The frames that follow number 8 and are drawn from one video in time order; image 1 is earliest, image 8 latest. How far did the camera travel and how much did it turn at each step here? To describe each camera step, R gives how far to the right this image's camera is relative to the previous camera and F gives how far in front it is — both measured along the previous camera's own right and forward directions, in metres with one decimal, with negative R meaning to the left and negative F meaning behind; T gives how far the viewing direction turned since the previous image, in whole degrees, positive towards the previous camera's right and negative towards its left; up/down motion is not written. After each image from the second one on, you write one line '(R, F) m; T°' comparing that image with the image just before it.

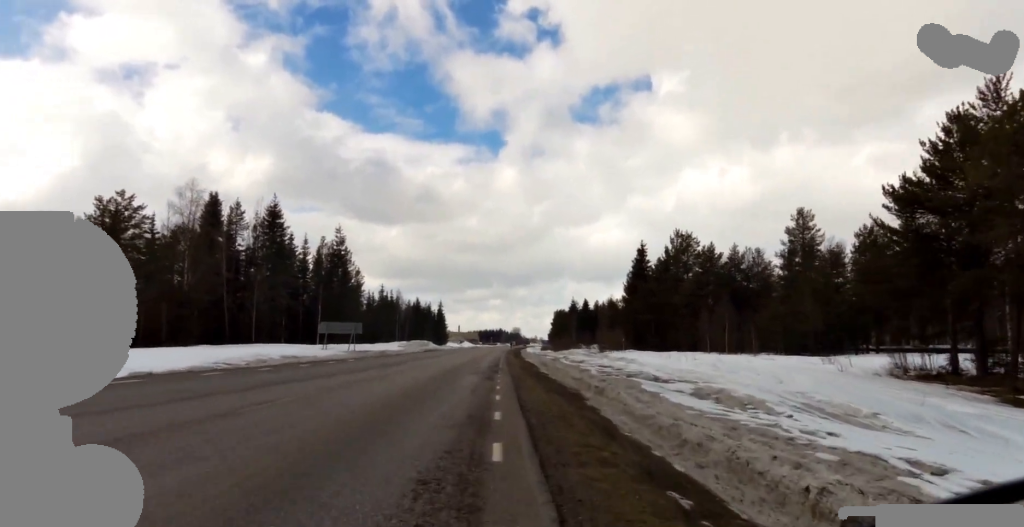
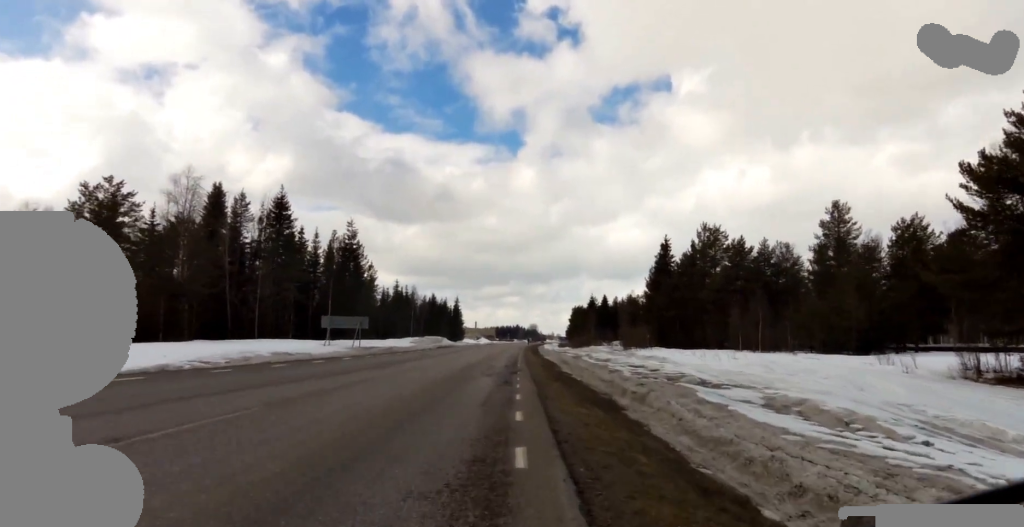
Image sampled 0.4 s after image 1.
(0.0, +3.4) m; +3°
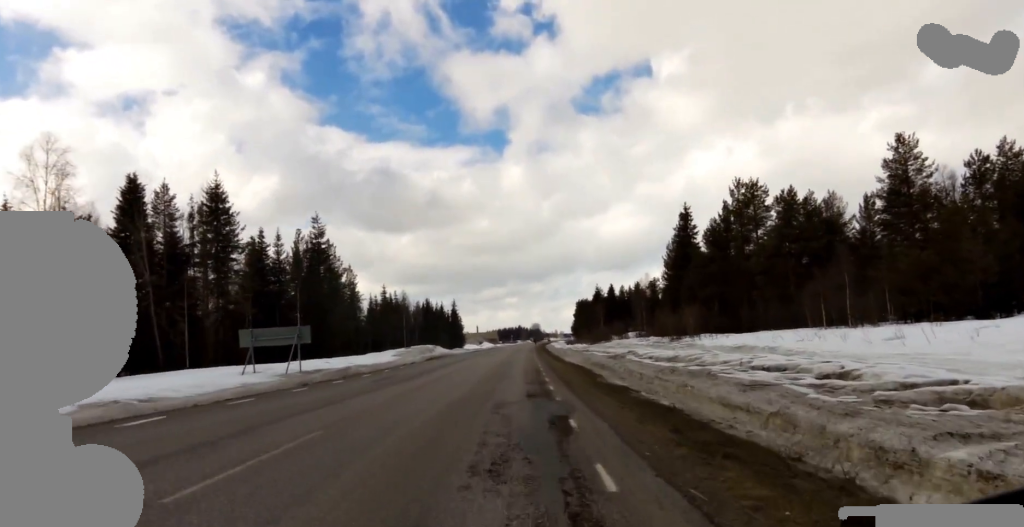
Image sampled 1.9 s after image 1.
(+1.1, +12.5) m; +5°
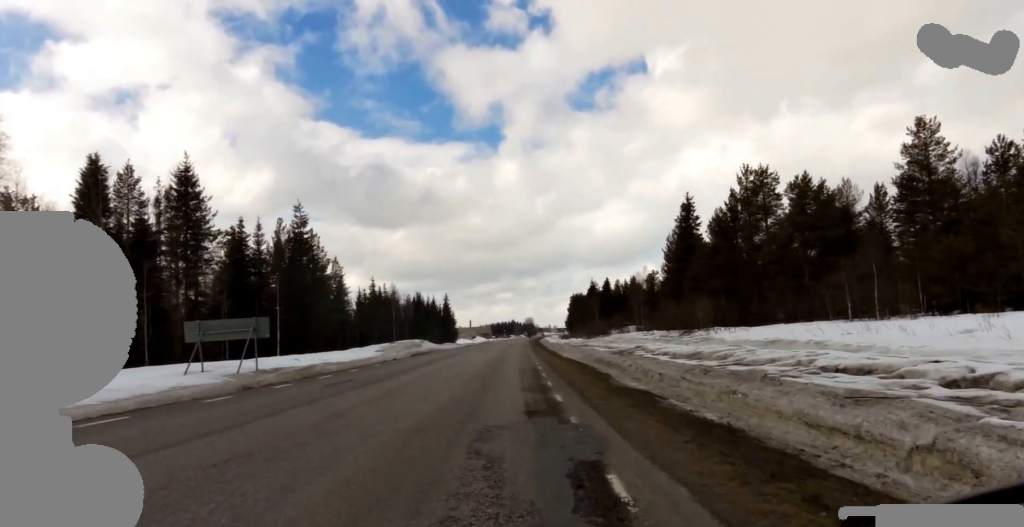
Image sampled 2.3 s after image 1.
(-0.2, +3.7) m; +1°
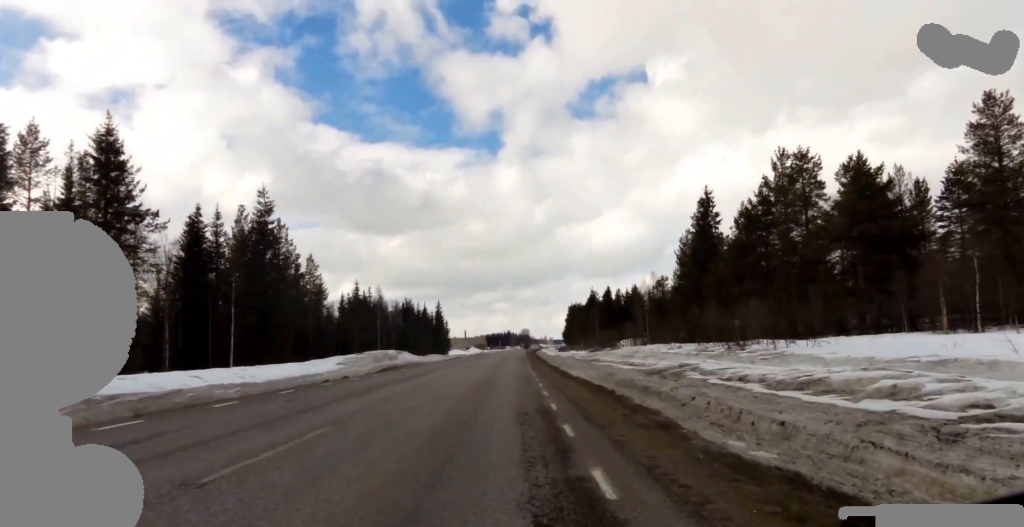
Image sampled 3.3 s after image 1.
(+0.2, +8.3) m; -1°
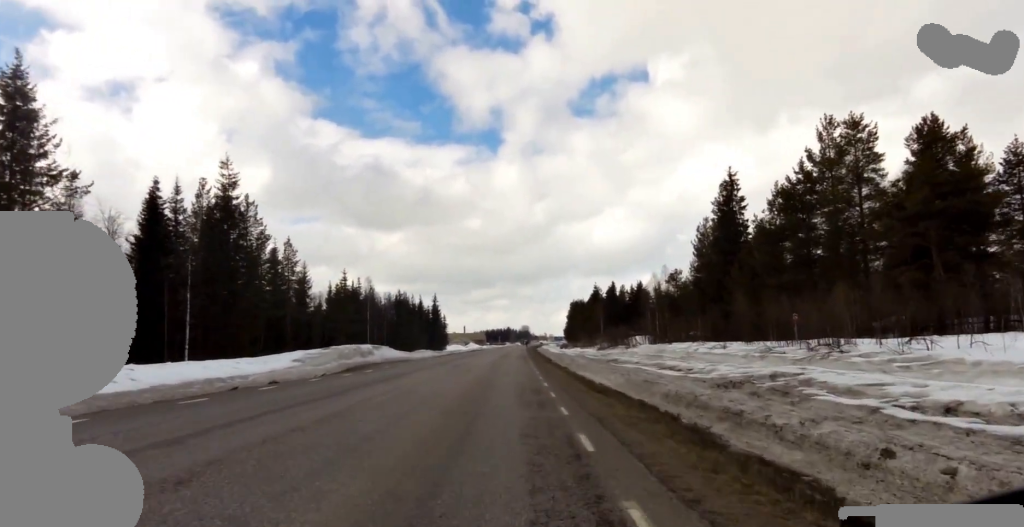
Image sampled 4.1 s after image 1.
(0.0, +7.2) m; -2°
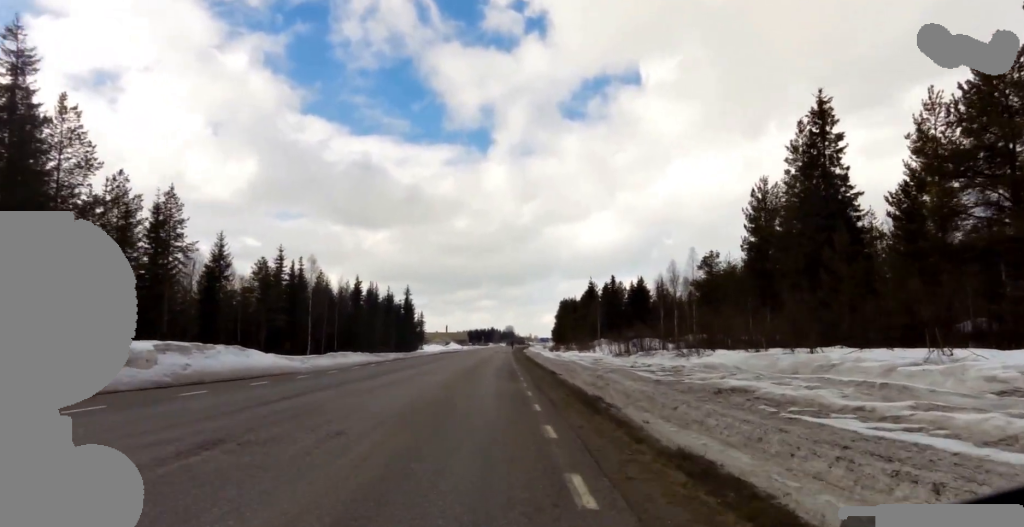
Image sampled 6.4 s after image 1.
(0.0, +20.0) m; +1°
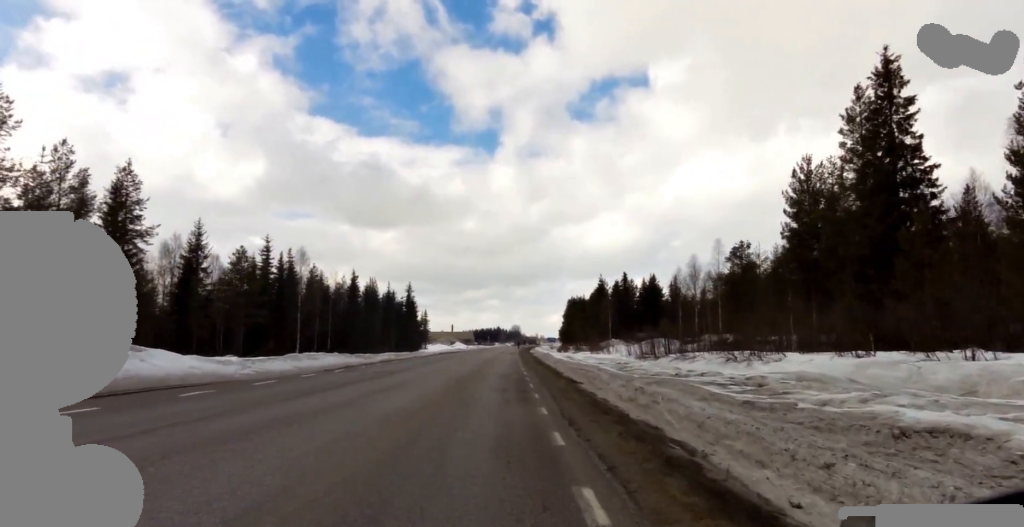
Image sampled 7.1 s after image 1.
(-0.2, +6.2) m; -1°
